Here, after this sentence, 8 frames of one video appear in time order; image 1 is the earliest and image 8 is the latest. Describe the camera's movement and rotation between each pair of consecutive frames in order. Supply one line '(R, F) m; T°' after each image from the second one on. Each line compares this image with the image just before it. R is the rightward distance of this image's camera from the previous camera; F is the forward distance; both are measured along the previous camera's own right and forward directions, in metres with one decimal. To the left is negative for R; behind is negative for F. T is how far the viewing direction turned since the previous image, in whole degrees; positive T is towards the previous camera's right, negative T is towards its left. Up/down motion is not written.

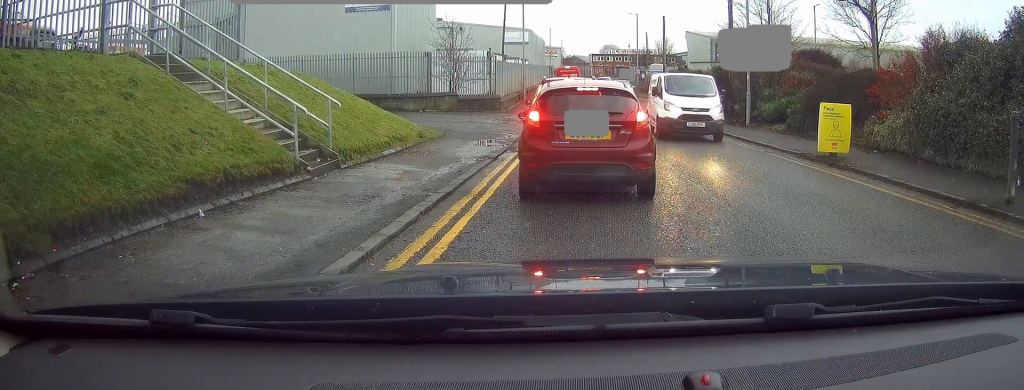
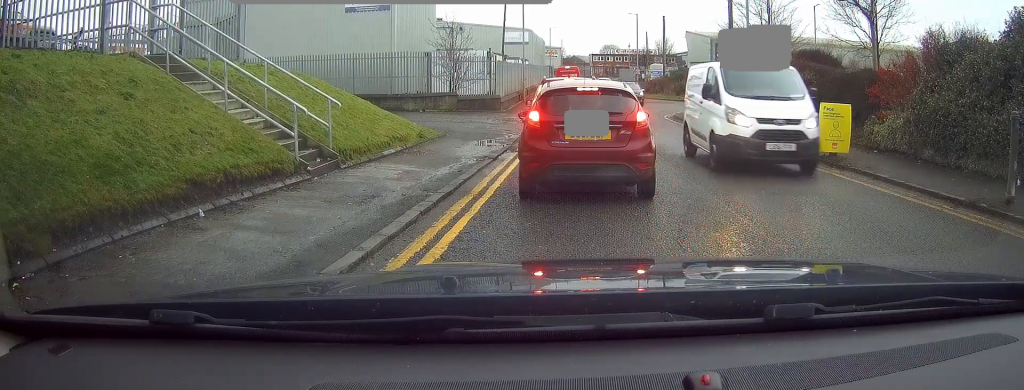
(0.0, 0.0) m; 0°
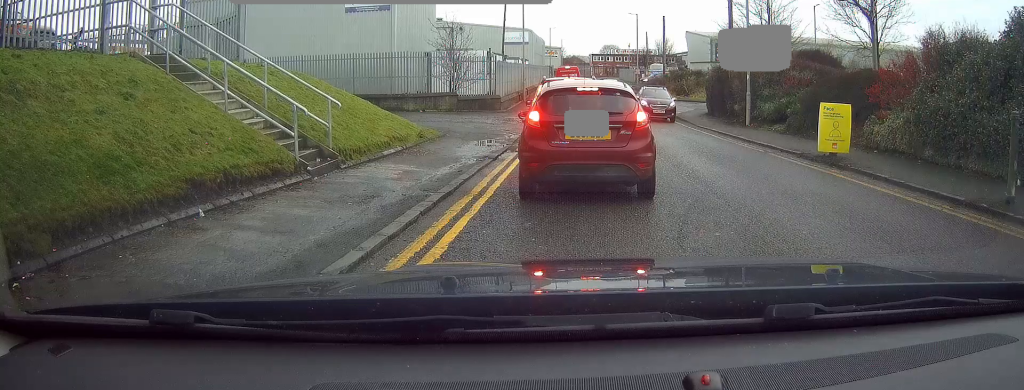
(0.0, 0.0) m; 0°
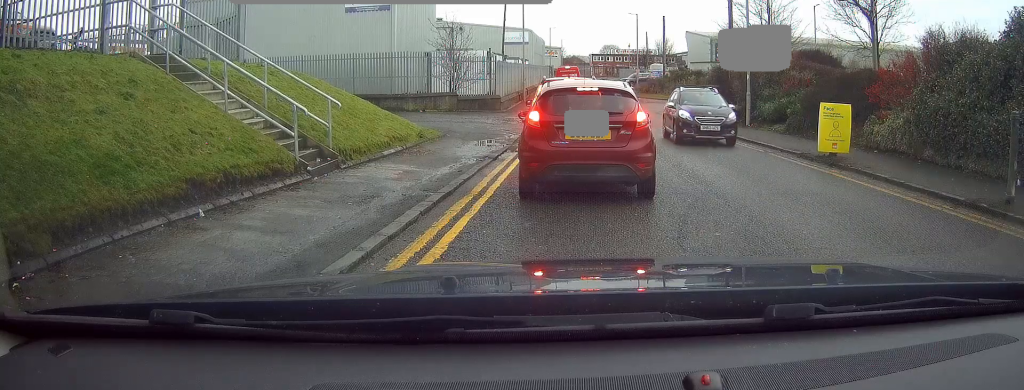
(0.0, 0.0) m; 0°
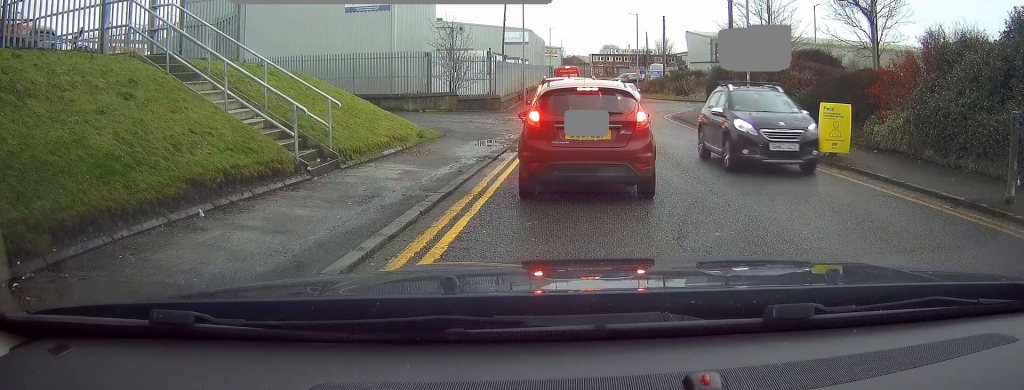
(0.0, 0.0) m; 0°
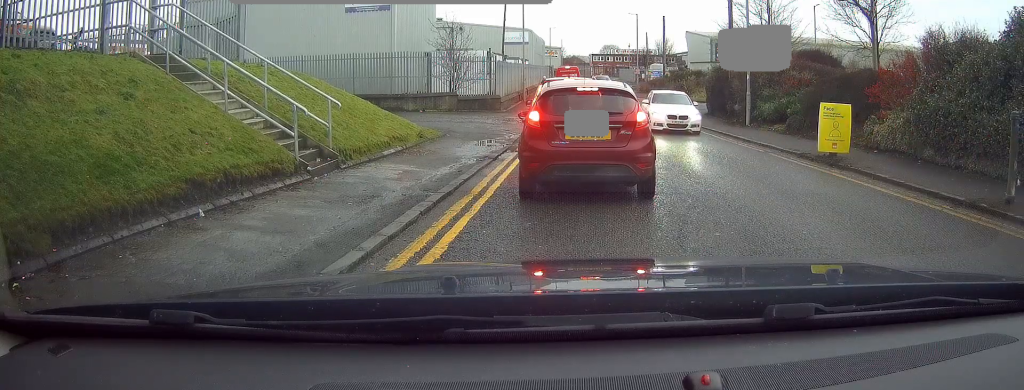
(0.0, 0.0) m; 0°
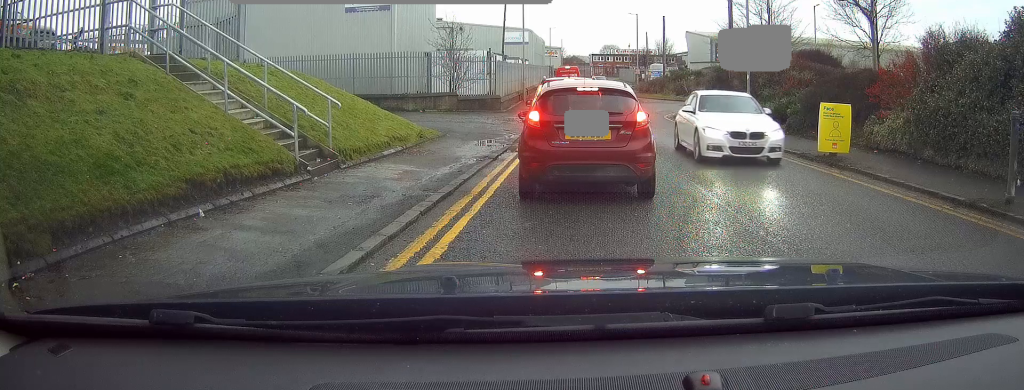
(0.0, 0.0) m; 0°
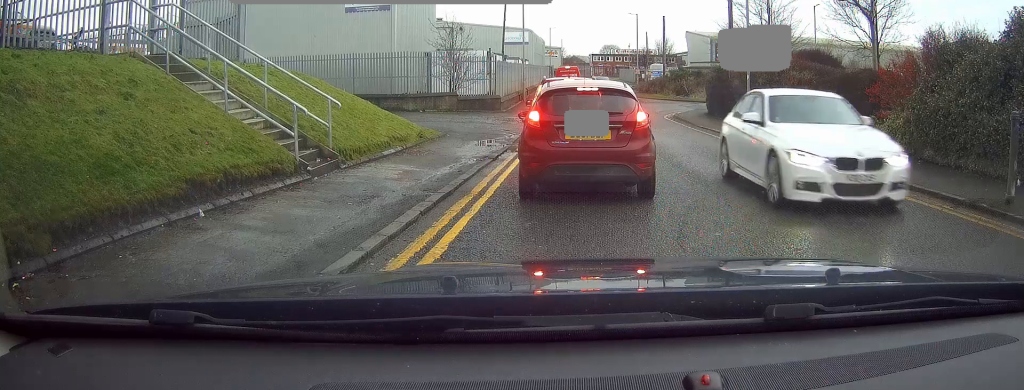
(0.0, 0.0) m; 0°
